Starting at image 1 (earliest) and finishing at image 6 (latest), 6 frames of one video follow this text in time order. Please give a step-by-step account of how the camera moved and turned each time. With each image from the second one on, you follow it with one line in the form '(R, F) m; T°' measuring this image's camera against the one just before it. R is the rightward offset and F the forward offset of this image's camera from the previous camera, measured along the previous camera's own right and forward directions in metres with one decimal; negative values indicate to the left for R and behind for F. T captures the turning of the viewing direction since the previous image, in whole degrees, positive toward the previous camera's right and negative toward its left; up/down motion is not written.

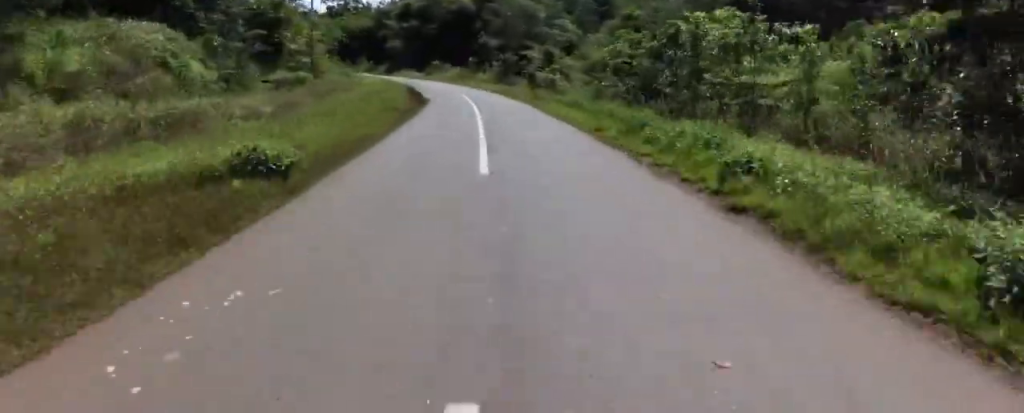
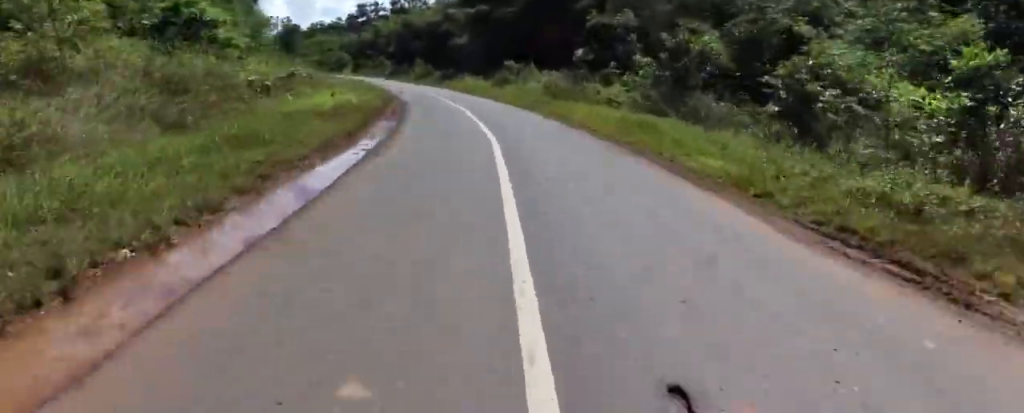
(-1.2, +34.5) m; -7°
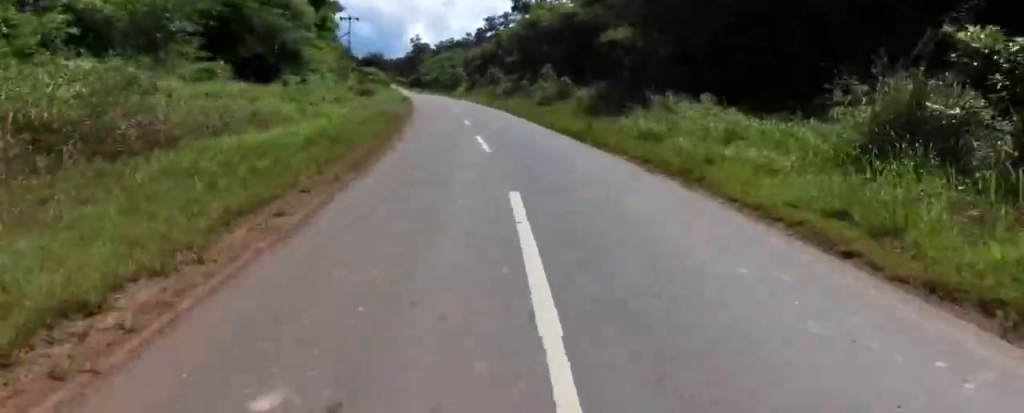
(-5.1, +33.8) m; -15°
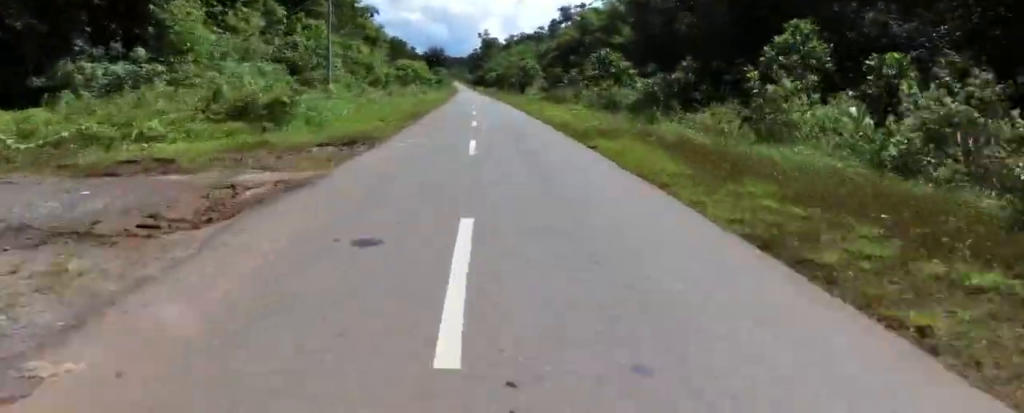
(-1.9, +33.3) m; -5°
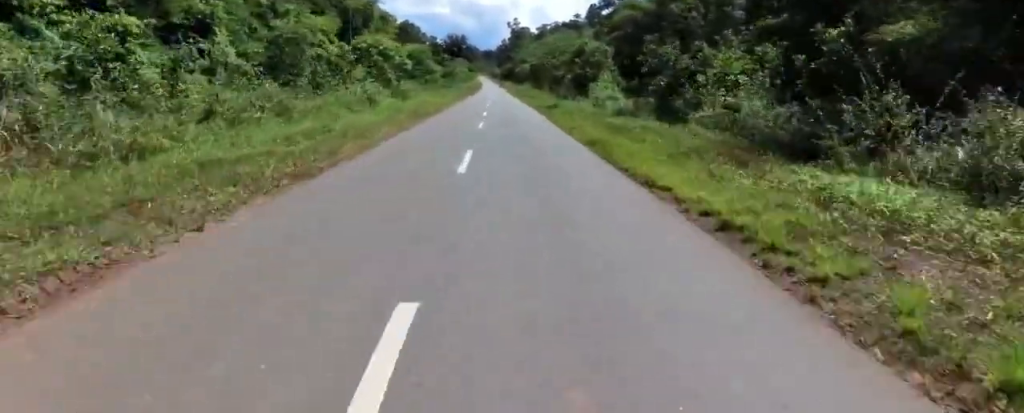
(-1.3, +33.6) m; -4°
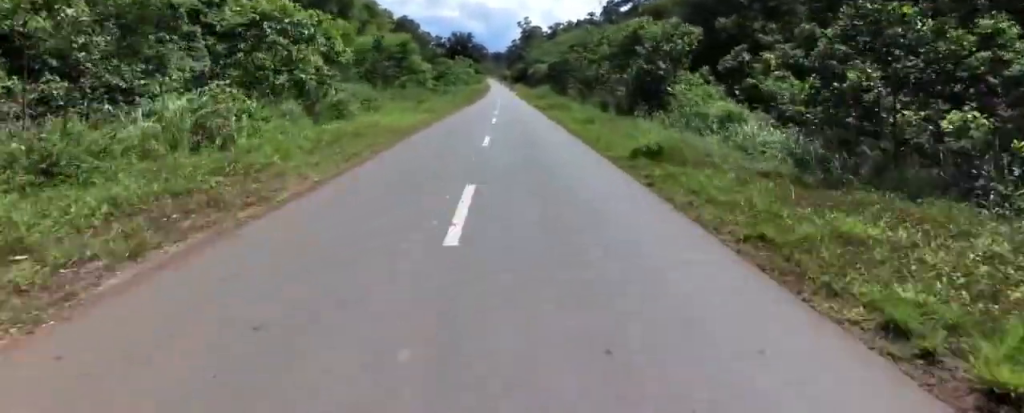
(0.0, +18.6) m; -2°
